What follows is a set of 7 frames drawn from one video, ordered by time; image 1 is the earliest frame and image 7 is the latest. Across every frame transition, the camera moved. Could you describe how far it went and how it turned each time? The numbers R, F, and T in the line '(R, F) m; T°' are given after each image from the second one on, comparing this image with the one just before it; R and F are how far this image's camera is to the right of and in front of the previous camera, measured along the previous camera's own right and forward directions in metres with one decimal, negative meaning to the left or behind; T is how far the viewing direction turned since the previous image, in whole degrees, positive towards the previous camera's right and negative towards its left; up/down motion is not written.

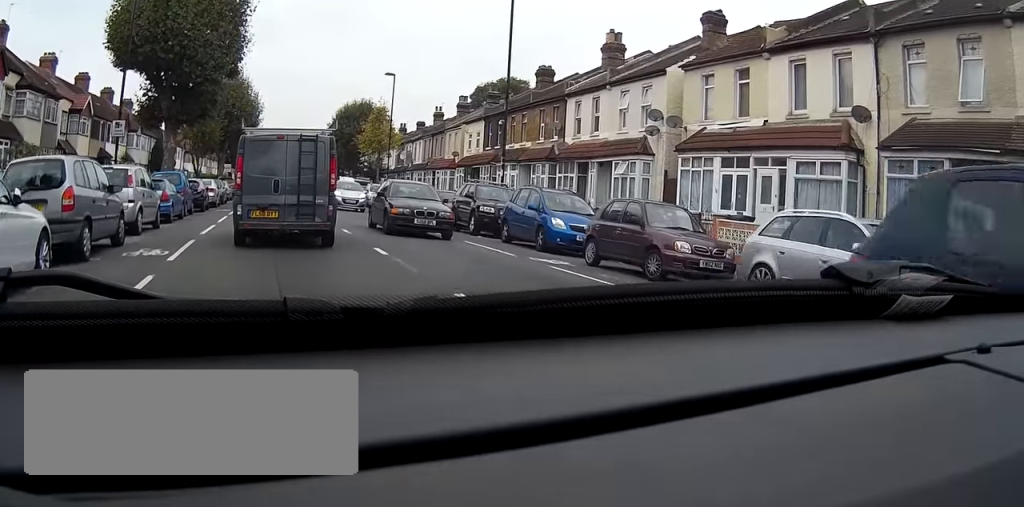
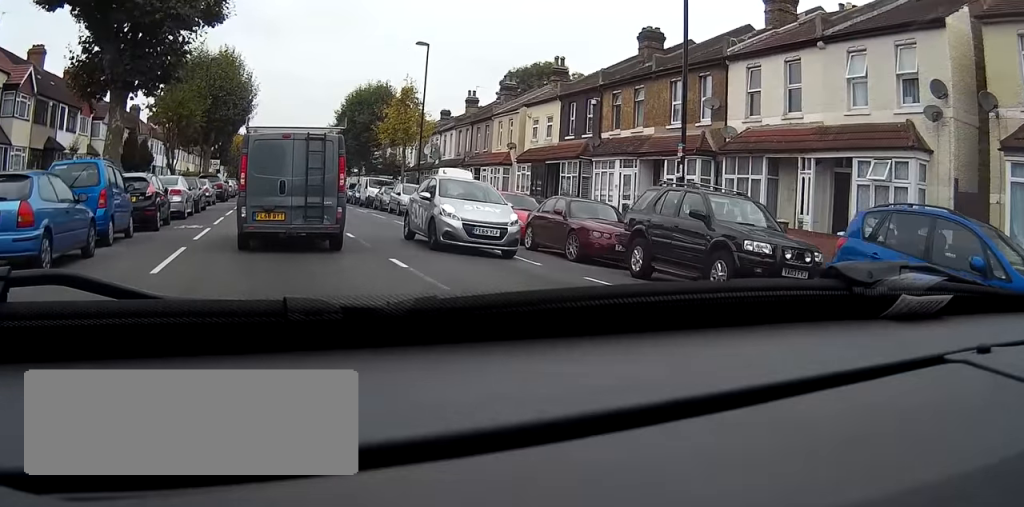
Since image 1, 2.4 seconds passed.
(-0.2, +12.9) m; 0°
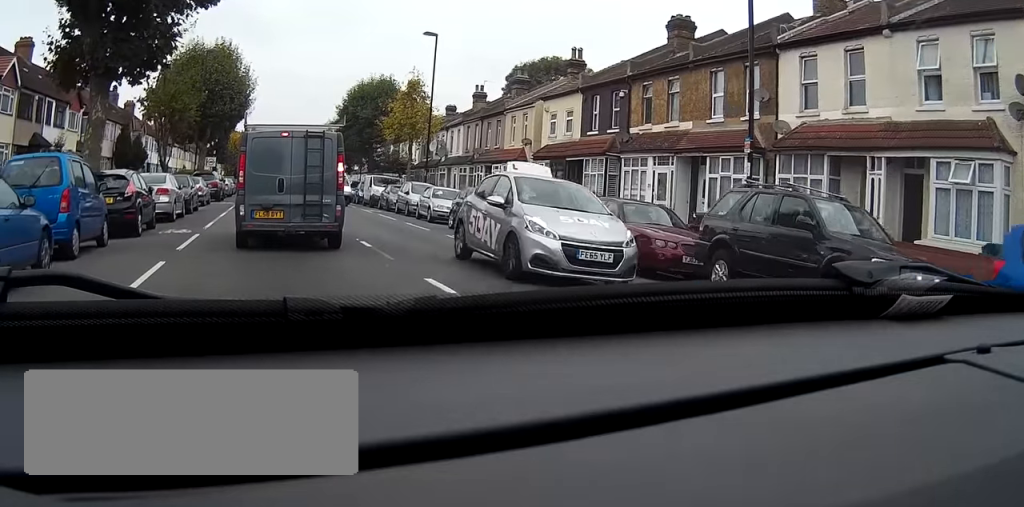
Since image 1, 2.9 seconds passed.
(+0.1, +2.7) m; 0°
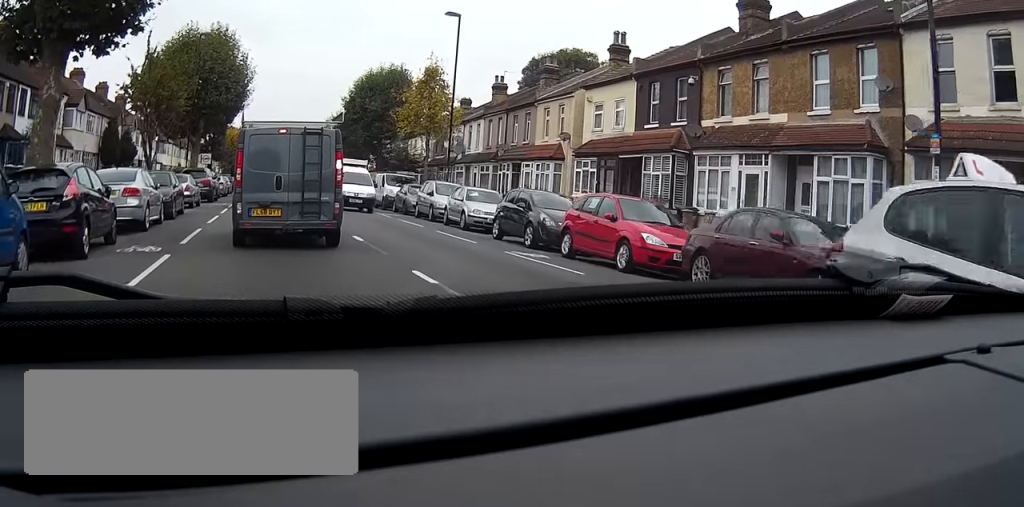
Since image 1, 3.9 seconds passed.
(0.0, +5.2) m; -1°
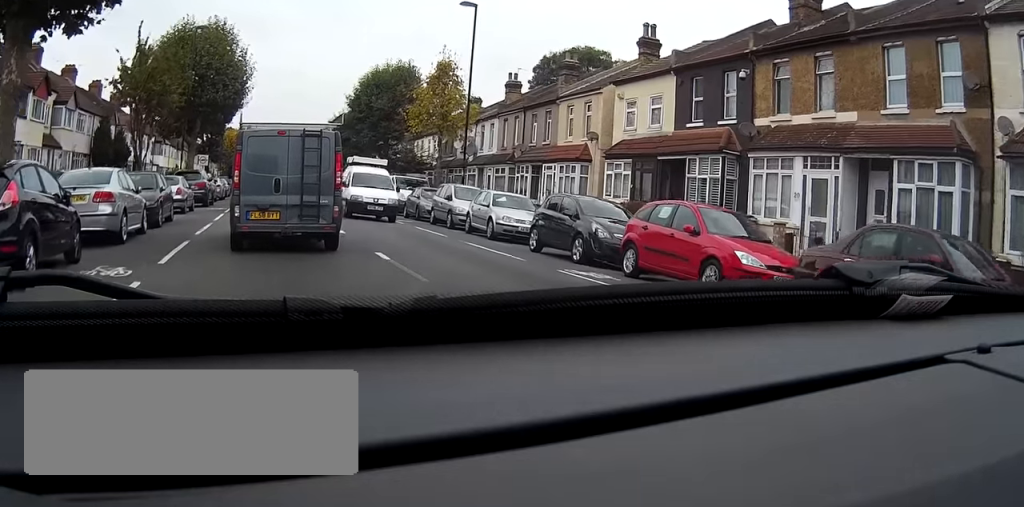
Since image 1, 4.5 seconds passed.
(0.0, +3.0) m; -1°
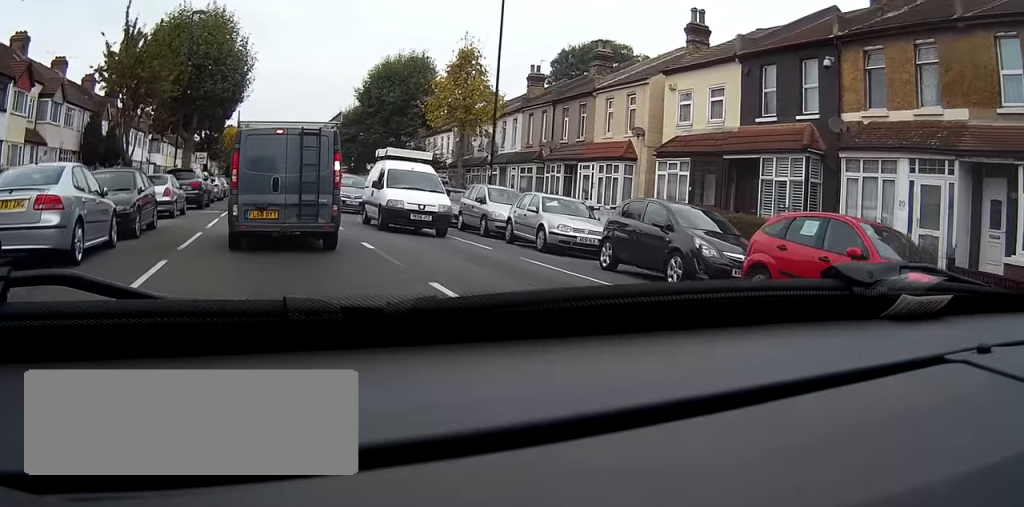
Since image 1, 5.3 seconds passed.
(0.0, +3.9) m; -1°
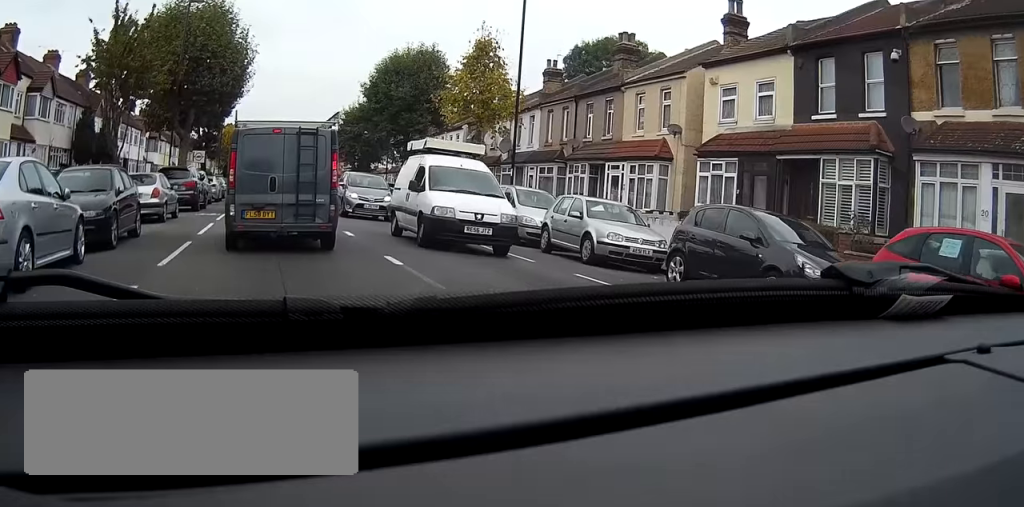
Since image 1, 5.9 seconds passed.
(0.0, +2.5) m; +2°
